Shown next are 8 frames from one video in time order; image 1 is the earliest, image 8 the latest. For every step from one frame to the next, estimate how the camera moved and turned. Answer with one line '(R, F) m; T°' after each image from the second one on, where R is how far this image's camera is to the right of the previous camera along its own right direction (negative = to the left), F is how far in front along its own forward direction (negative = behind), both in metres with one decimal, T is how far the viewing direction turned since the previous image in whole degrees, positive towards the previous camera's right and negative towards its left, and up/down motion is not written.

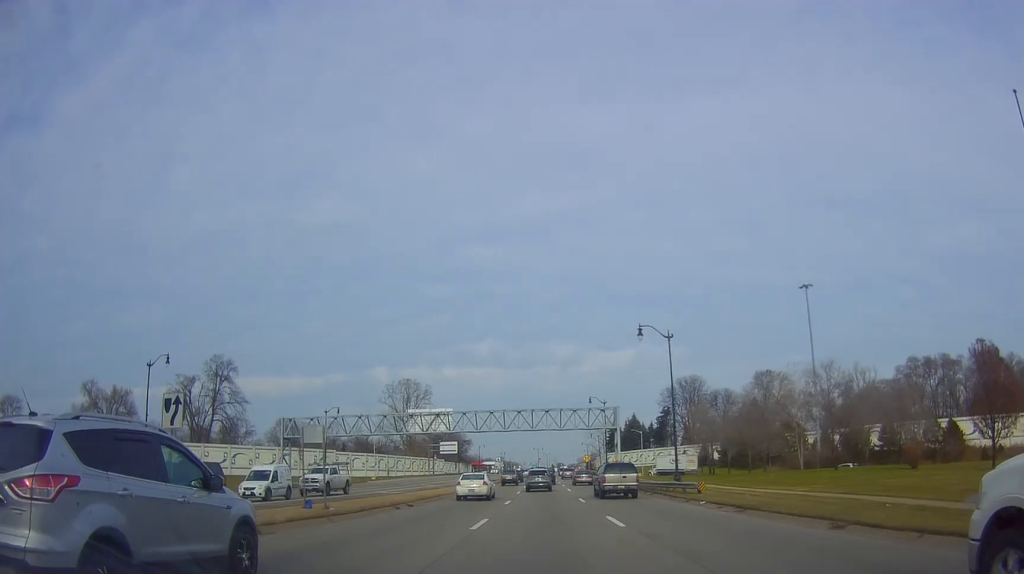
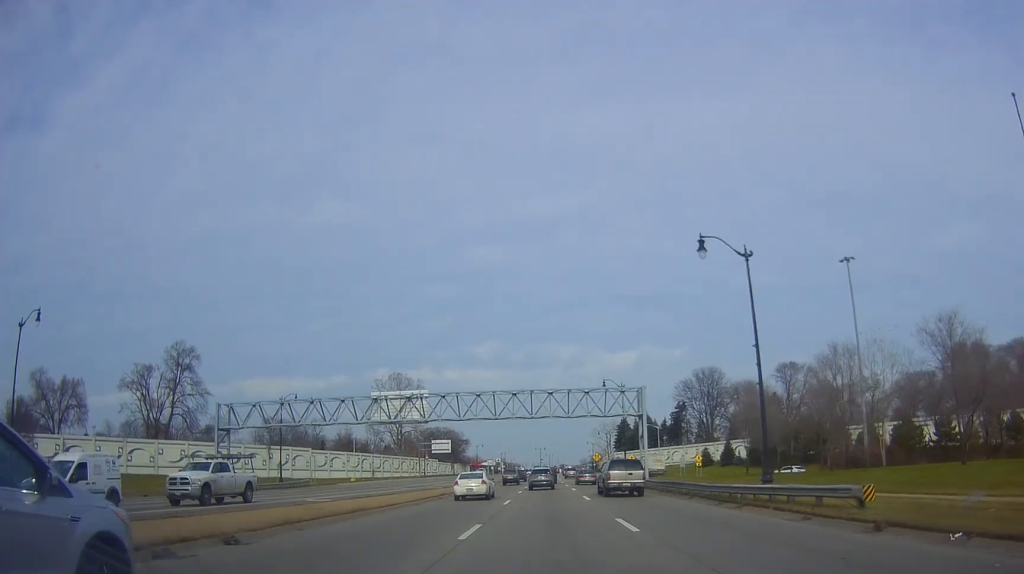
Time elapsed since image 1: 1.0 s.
(0.0, +17.9) m; 0°
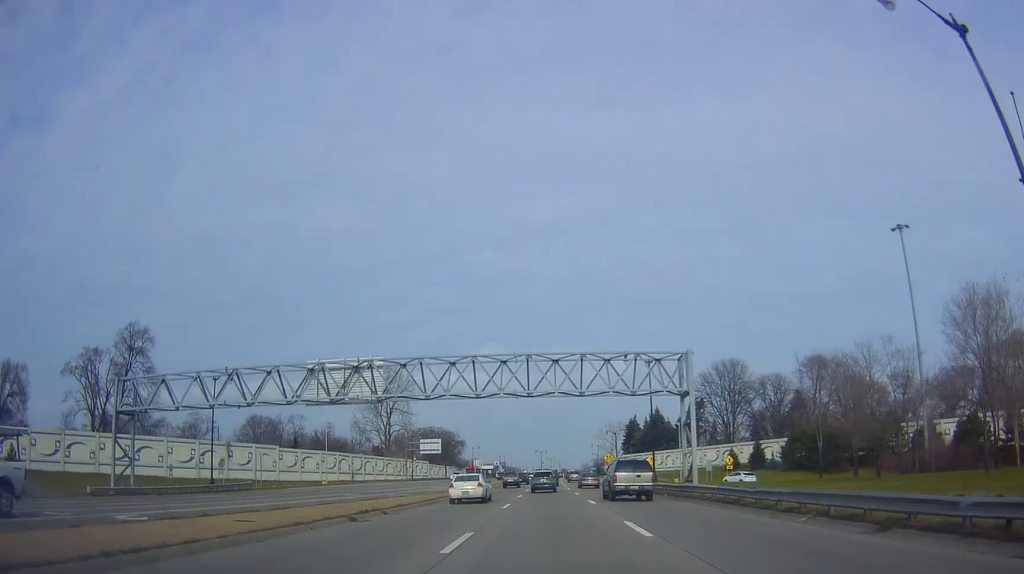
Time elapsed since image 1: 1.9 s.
(0.0, +17.2) m; 0°
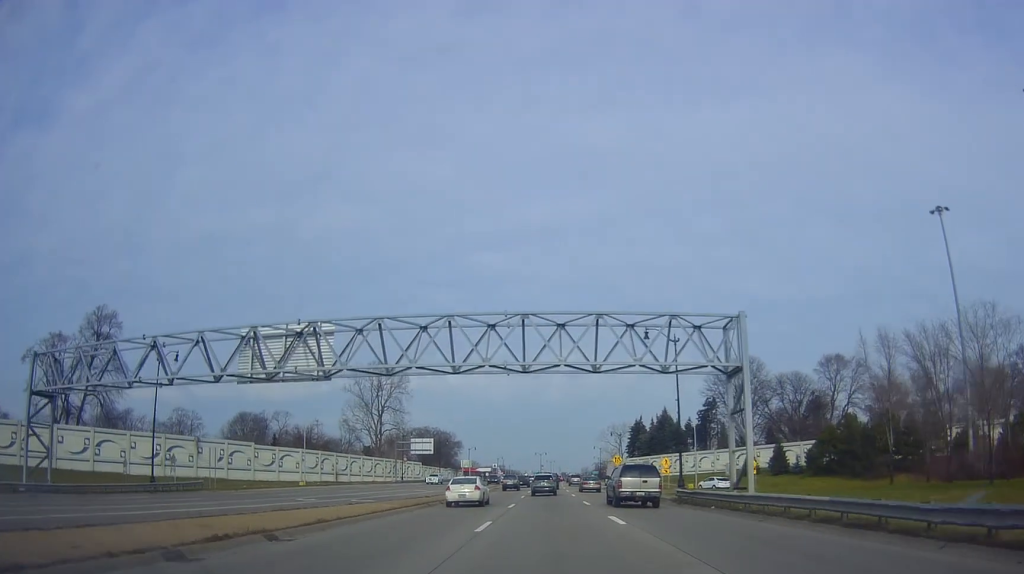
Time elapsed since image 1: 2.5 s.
(0.0, +10.5) m; 0°
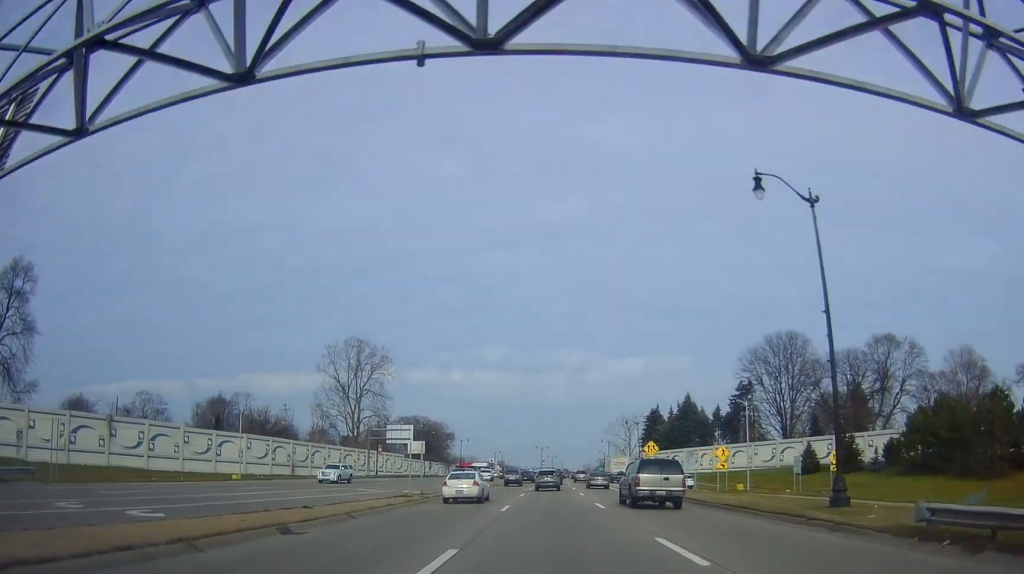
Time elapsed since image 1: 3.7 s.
(0.0, +23.4) m; 0°
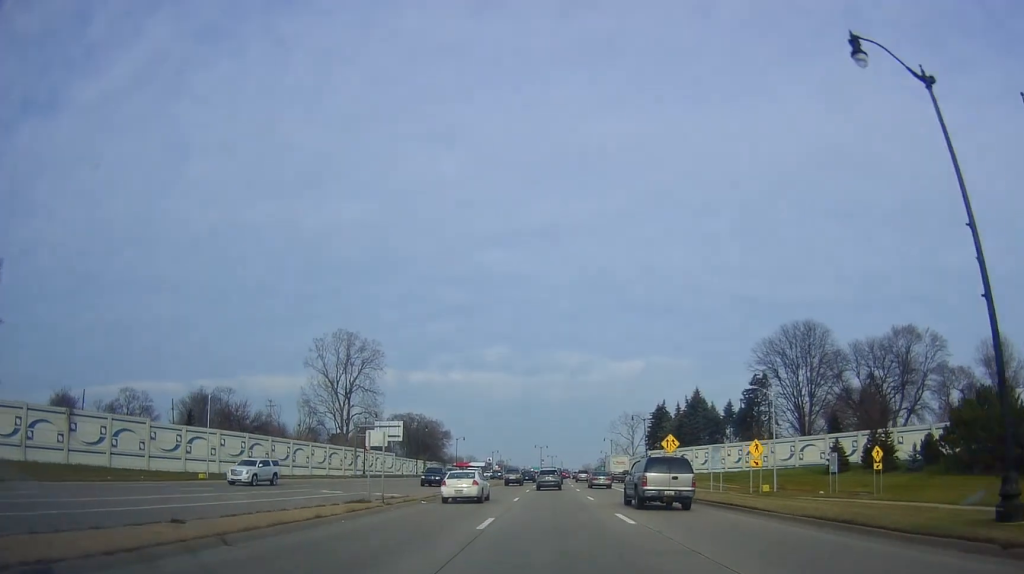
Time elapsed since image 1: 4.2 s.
(0.0, +8.3) m; 0°
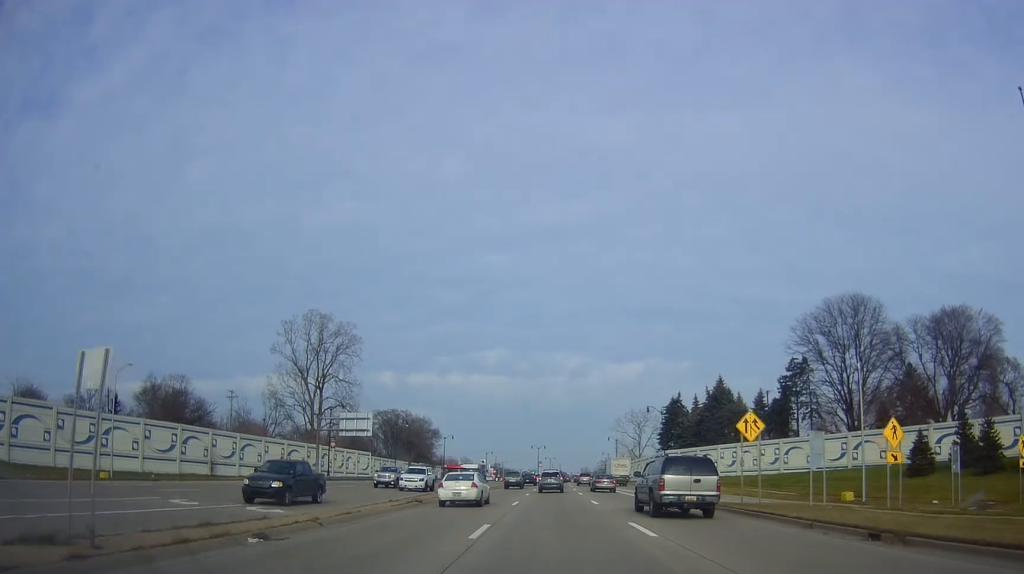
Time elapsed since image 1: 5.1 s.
(0.0, +18.1) m; 0°
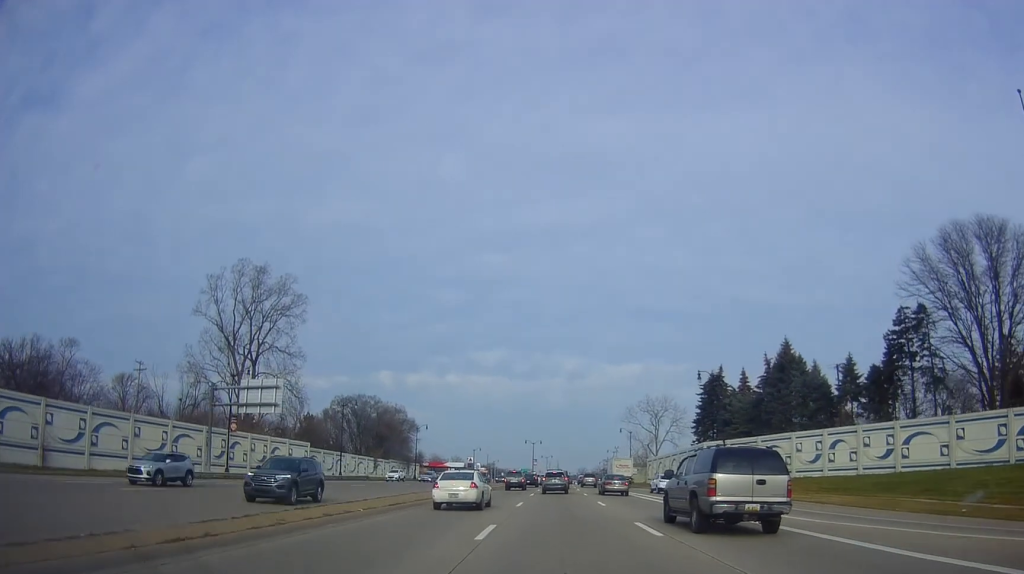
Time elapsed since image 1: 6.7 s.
(0.0, +31.3) m; 0°
